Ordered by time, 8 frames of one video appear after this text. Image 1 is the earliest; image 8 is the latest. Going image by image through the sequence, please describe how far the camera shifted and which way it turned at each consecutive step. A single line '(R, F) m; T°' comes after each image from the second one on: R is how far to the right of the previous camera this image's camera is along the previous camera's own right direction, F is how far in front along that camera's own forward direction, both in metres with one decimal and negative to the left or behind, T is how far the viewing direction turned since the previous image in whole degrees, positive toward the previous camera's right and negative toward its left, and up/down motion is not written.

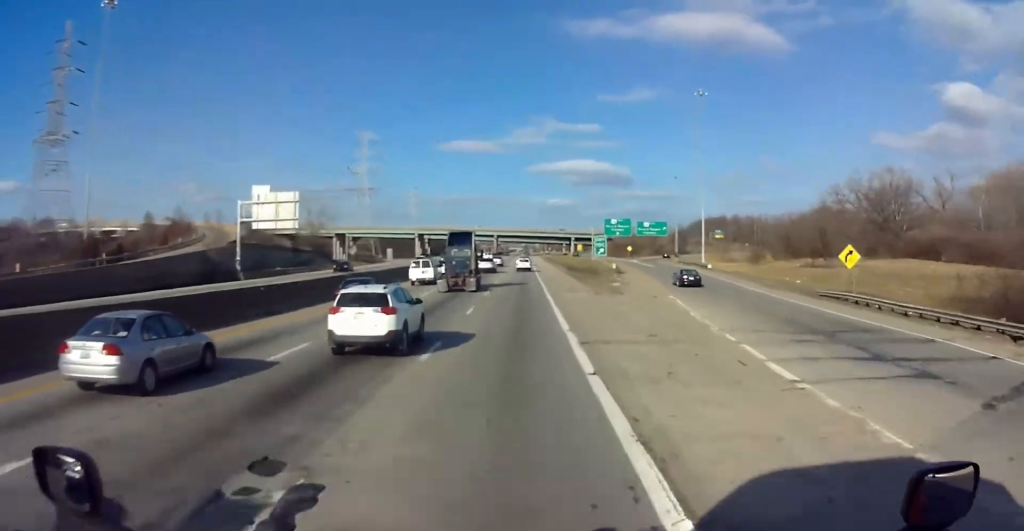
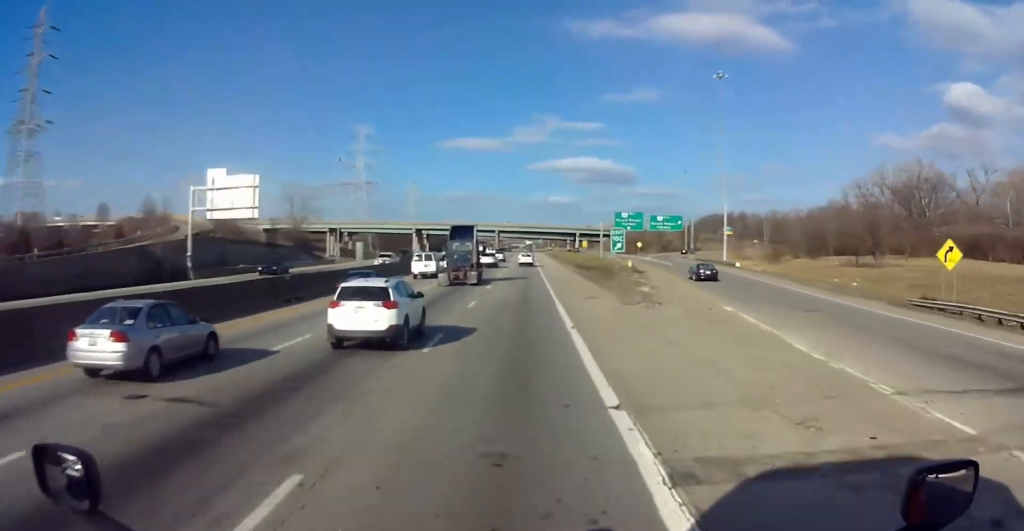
(0.0, +12.1) m; 0°
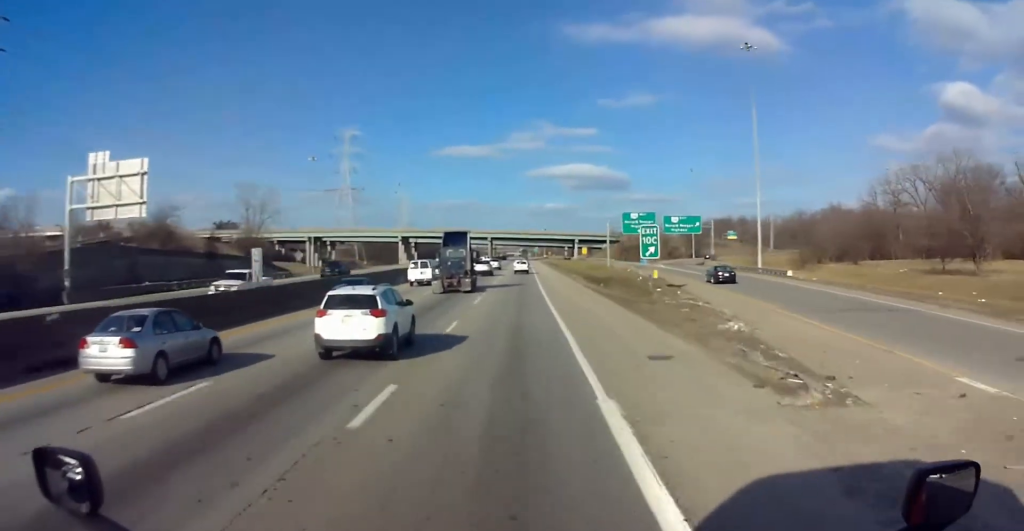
(+0.1, +18.7) m; 0°
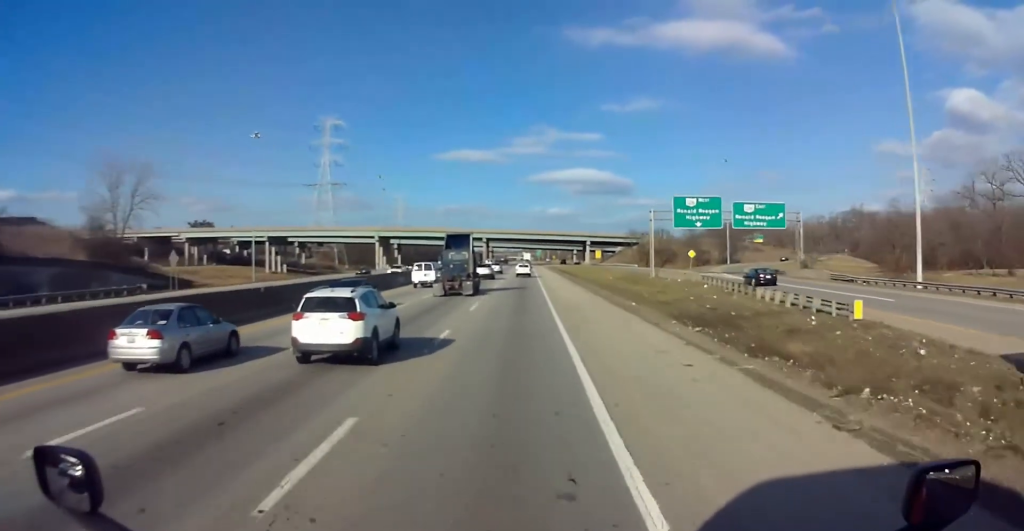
(-0.5, +39.2) m; 0°
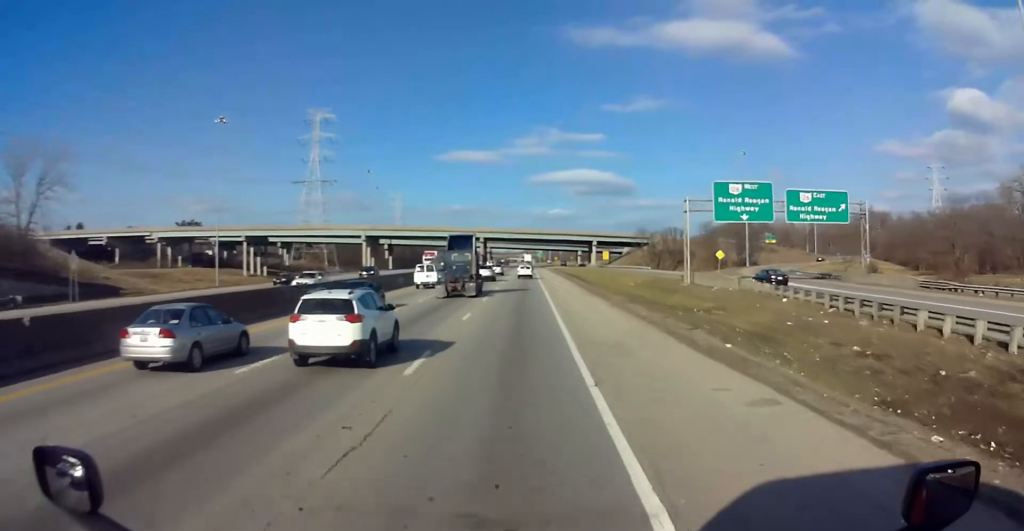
(-0.2, +16.8) m; +1°
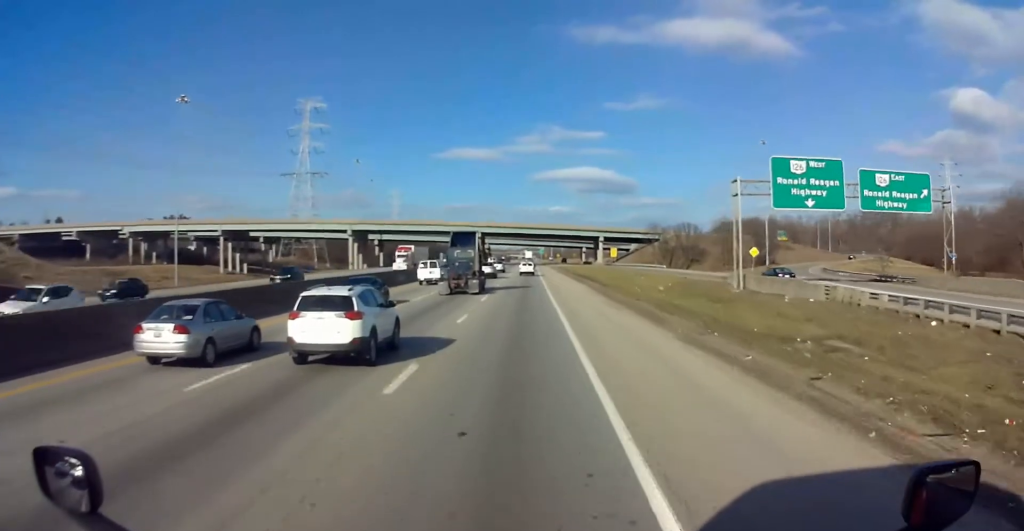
(+0.3, +14.8) m; +1°
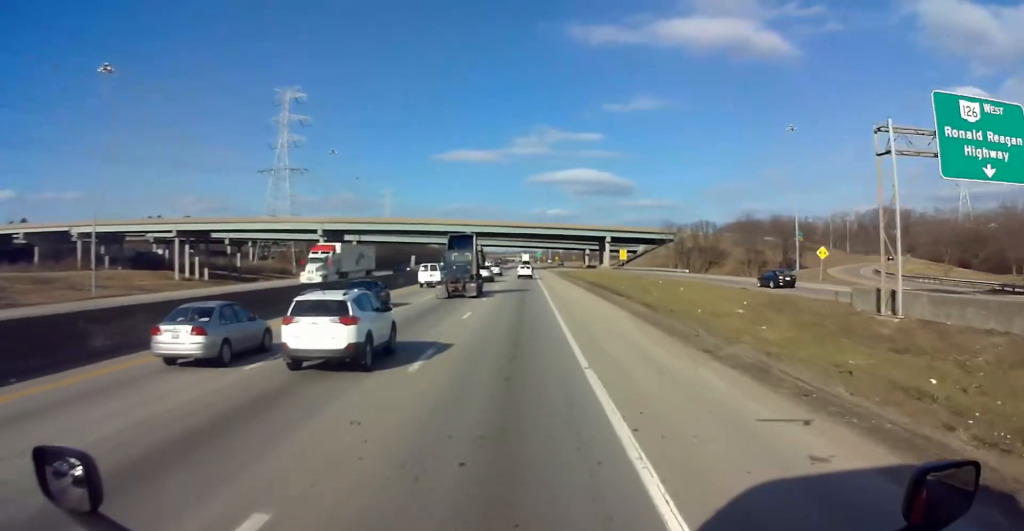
(+0.4, +21.2) m; +1°
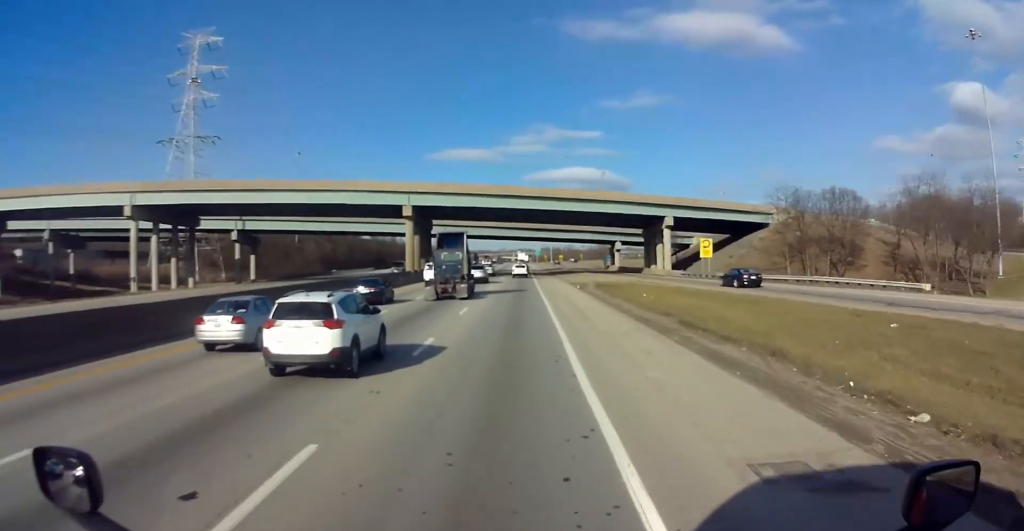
(-0.4, +70.4) m; -1°
